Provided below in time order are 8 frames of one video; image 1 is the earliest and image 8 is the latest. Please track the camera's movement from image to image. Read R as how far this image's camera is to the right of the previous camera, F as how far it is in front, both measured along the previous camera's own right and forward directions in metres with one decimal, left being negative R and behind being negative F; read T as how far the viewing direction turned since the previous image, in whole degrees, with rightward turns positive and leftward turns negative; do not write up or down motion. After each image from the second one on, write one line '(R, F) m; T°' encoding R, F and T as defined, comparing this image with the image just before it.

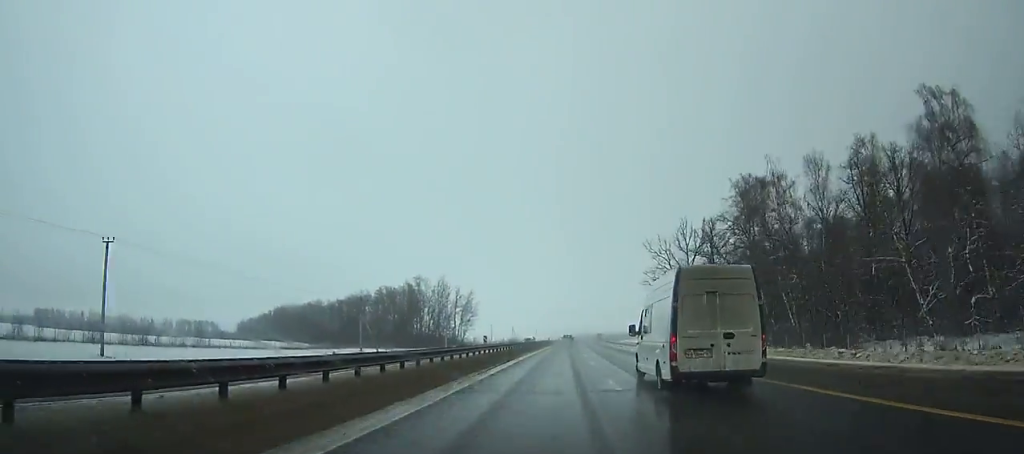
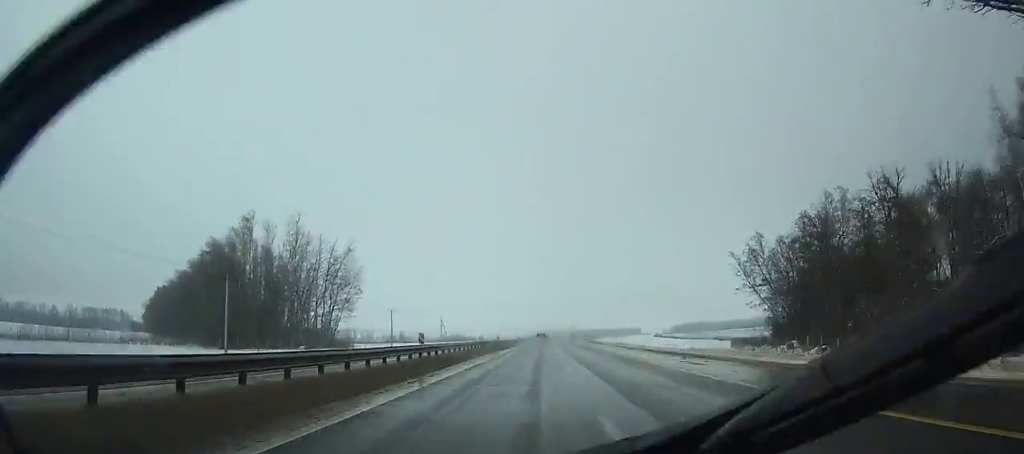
(+2.8, +91.5) m; +3°
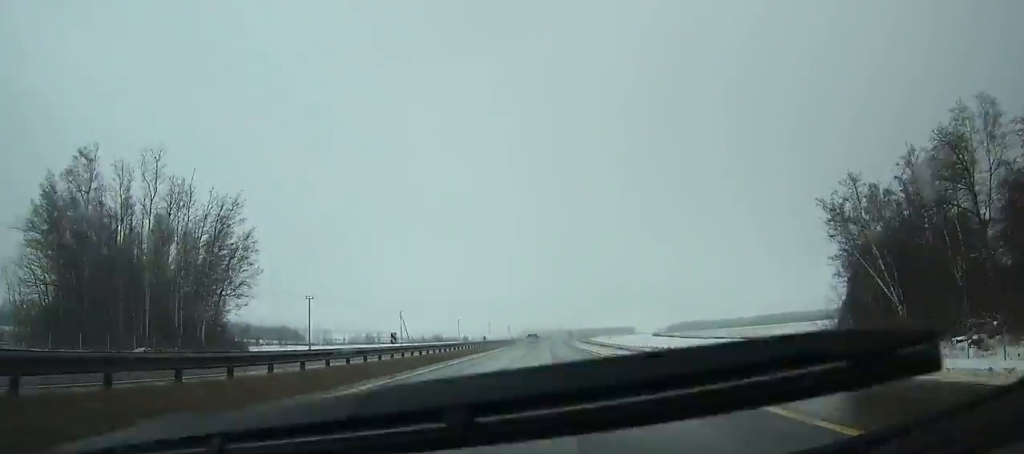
(+0.5, +39.0) m; +1°
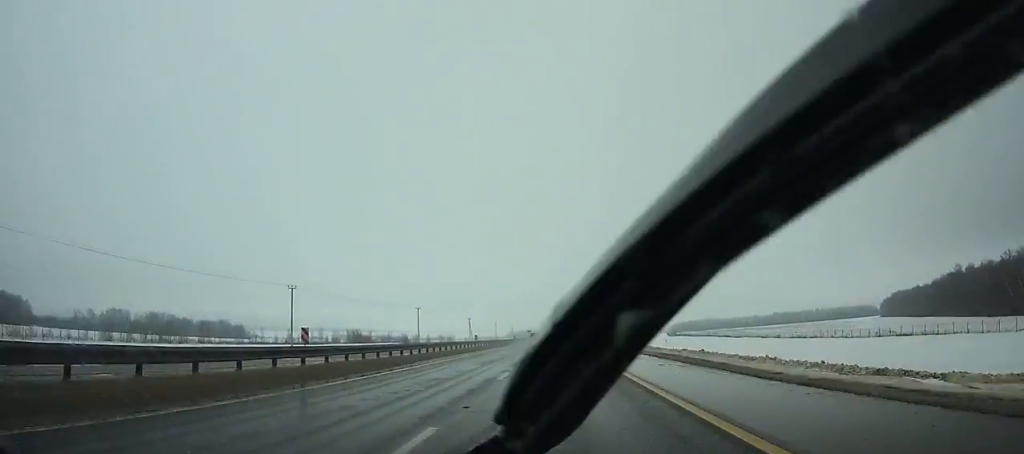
(+1.5, +131.4) m; +1°
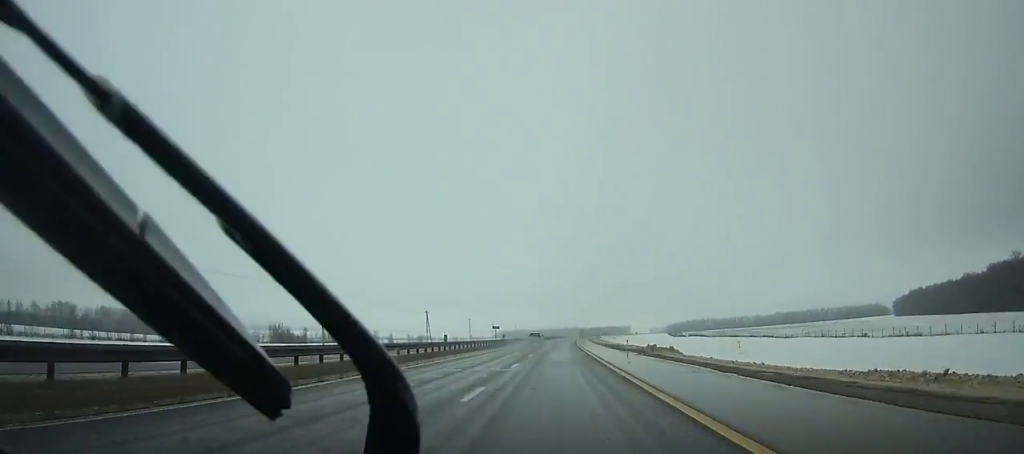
(+0.6, +53.6) m; +1°
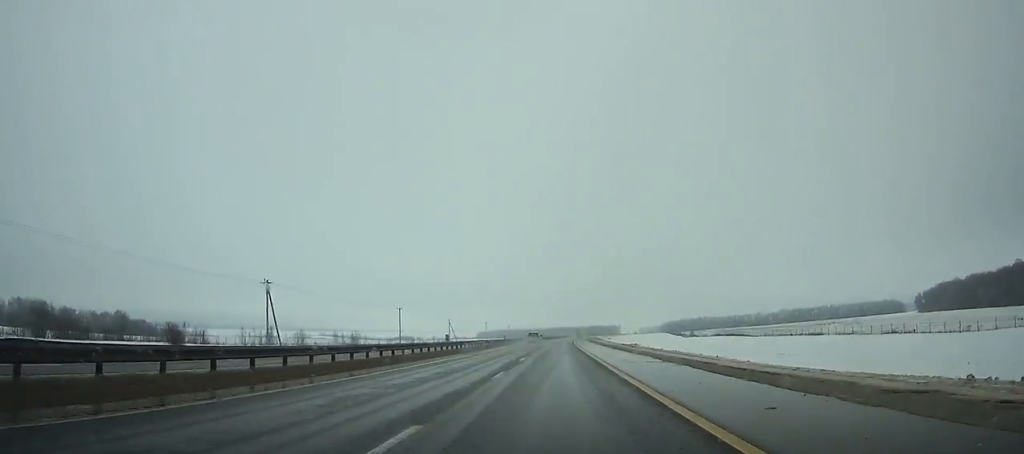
(+0.8, +79.2) m; +1°
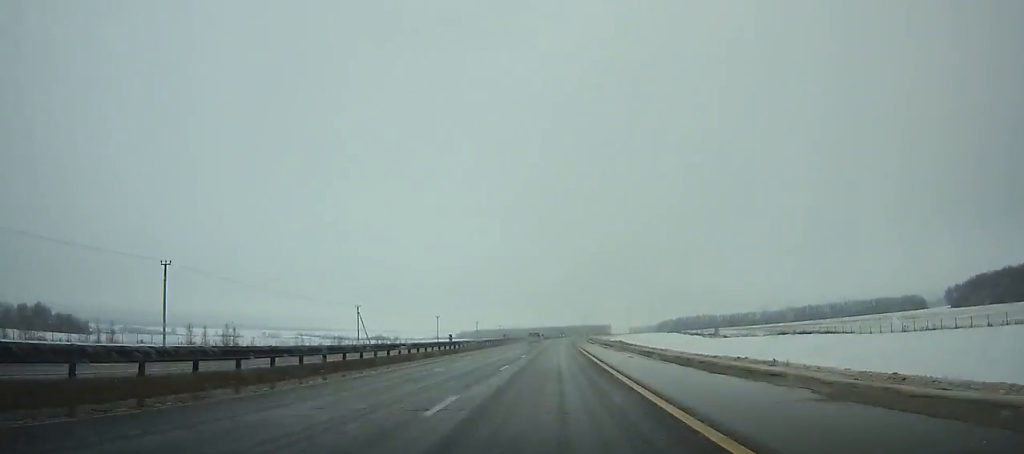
(+1.0, +79.5) m; +1°
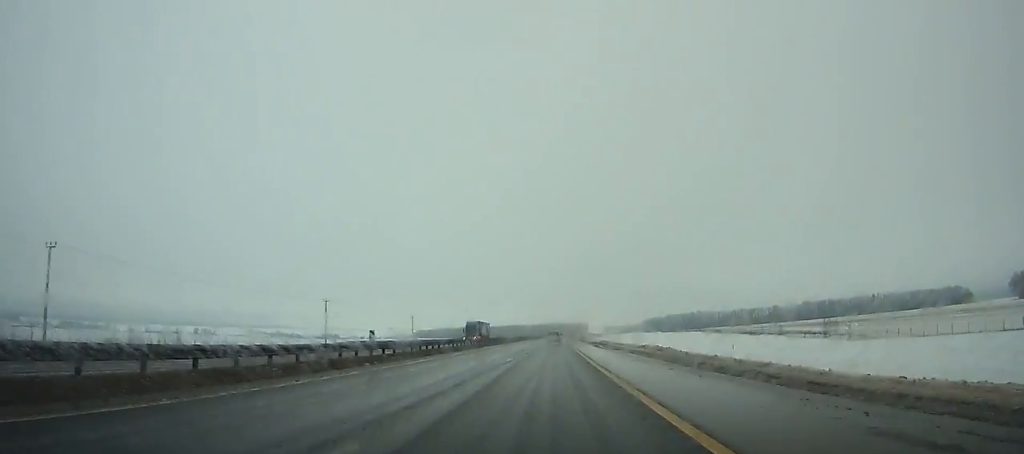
(+3.1, +135.2) m; +3°
